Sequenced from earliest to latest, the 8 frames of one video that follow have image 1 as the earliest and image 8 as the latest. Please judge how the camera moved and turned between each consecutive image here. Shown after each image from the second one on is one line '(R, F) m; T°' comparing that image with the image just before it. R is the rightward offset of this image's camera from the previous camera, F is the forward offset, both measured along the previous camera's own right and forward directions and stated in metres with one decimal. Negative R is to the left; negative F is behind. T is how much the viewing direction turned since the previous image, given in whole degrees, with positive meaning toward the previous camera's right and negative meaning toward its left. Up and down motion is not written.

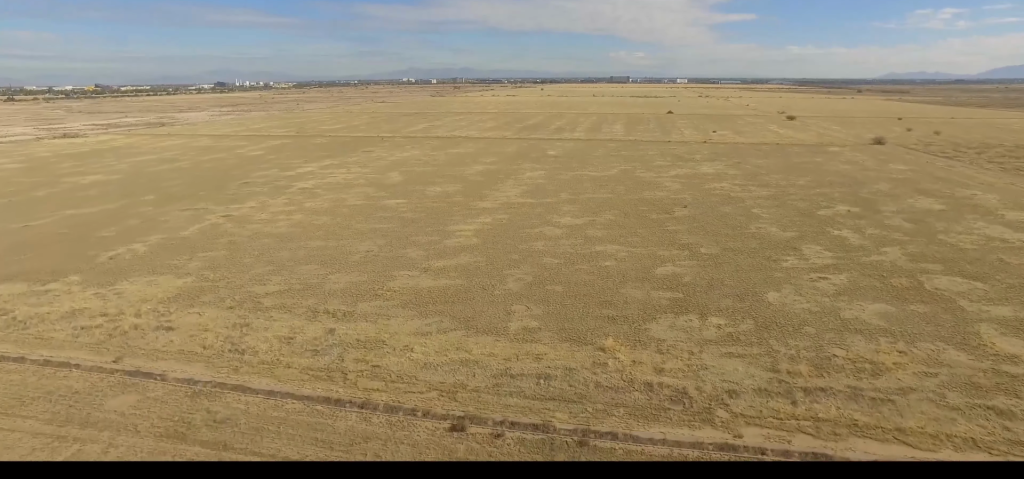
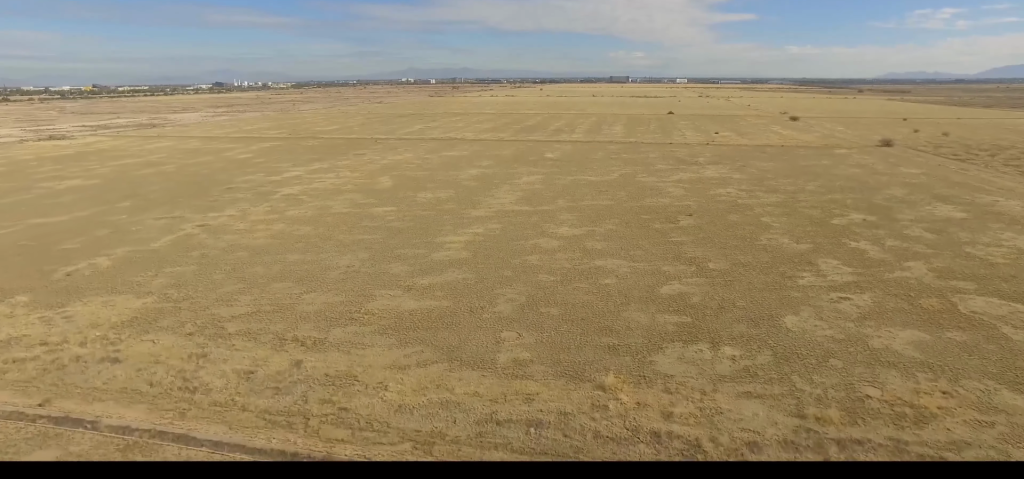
(0.0, +6.0) m; 0°
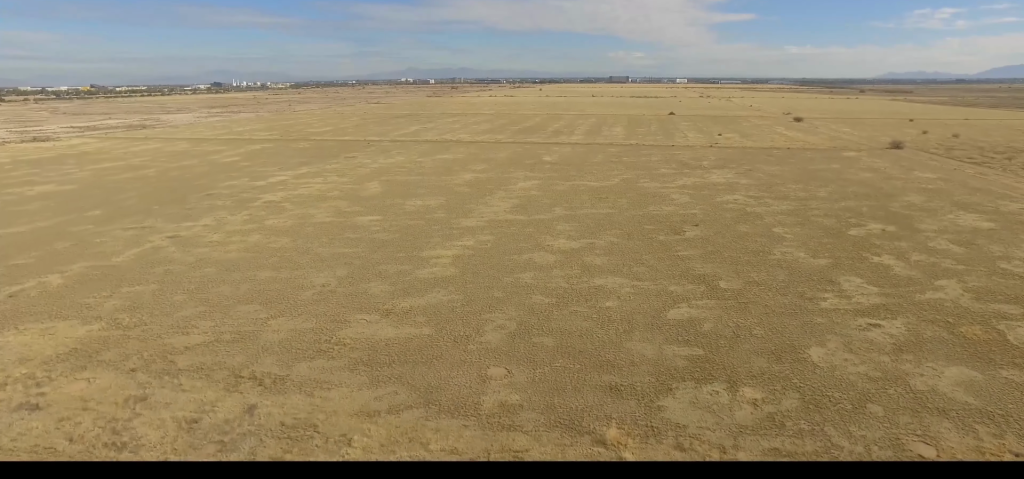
(0.0, +6.0) m; 0°
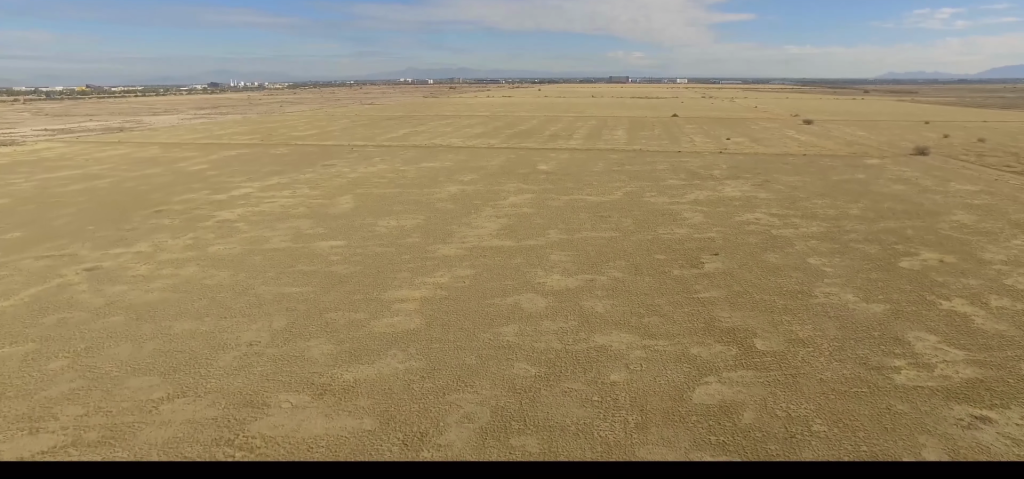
(0.0, +13.5) m; 0°
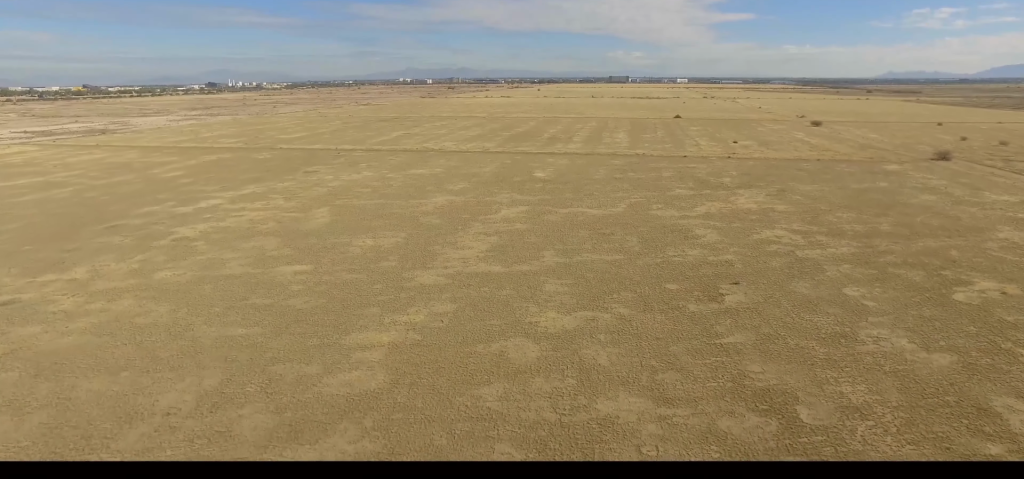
(0.0, +10.0) m; +1°
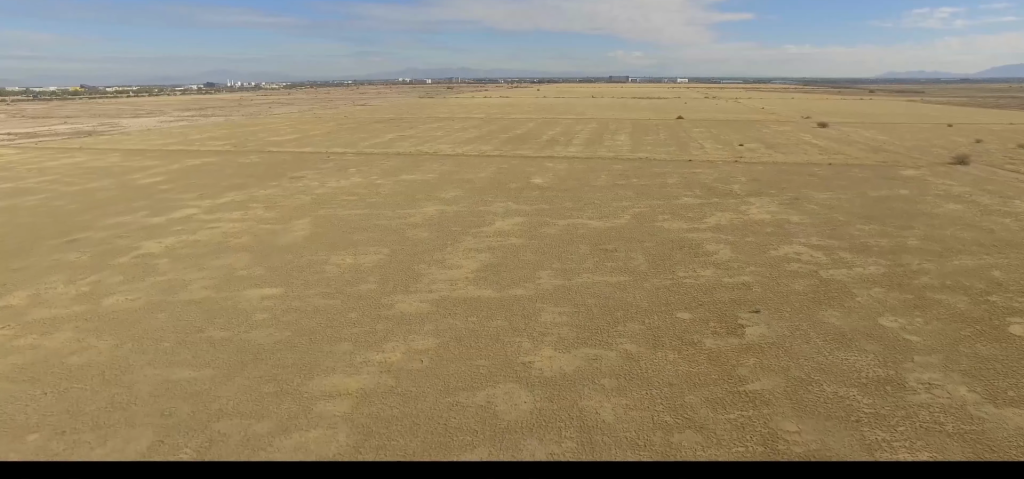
(0.0, +7.5) m; +1°
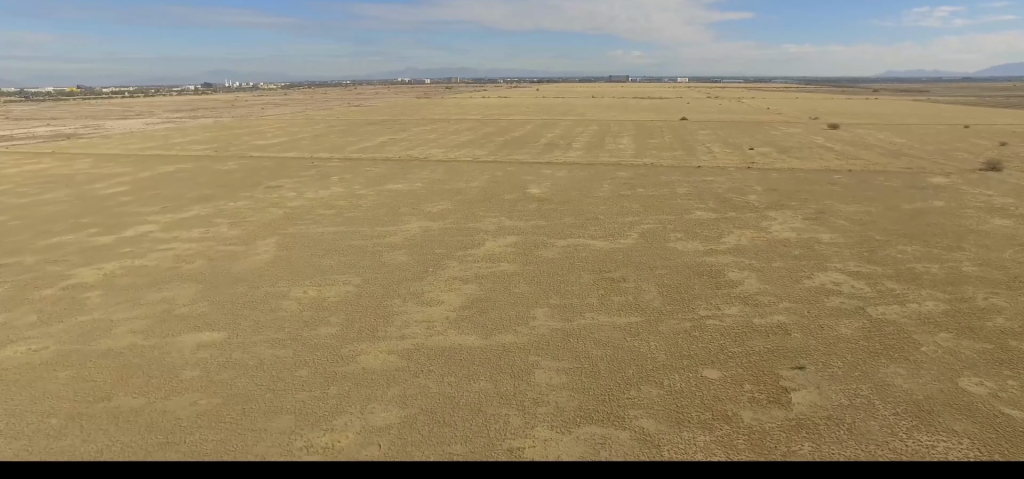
(+0.1, +11.0) m; +3°
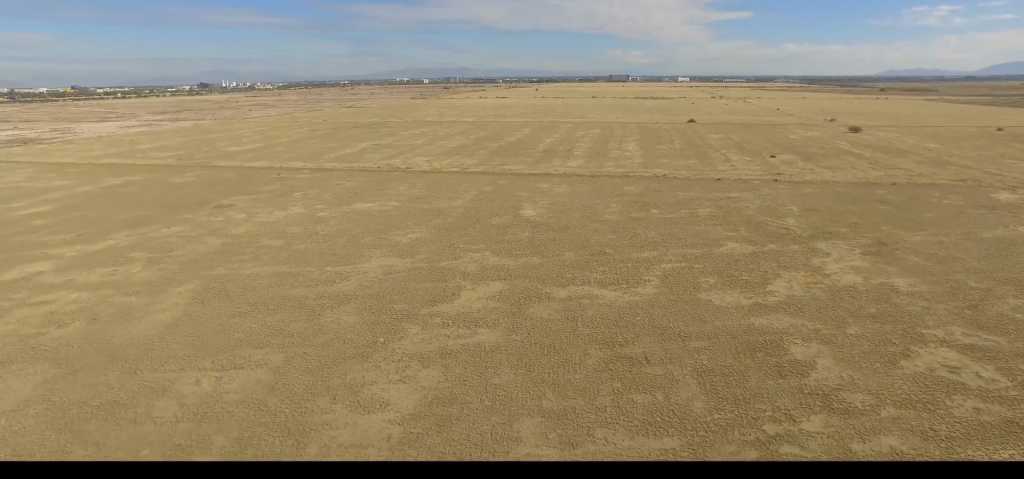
(+0.9, +18.9) m; +4°
